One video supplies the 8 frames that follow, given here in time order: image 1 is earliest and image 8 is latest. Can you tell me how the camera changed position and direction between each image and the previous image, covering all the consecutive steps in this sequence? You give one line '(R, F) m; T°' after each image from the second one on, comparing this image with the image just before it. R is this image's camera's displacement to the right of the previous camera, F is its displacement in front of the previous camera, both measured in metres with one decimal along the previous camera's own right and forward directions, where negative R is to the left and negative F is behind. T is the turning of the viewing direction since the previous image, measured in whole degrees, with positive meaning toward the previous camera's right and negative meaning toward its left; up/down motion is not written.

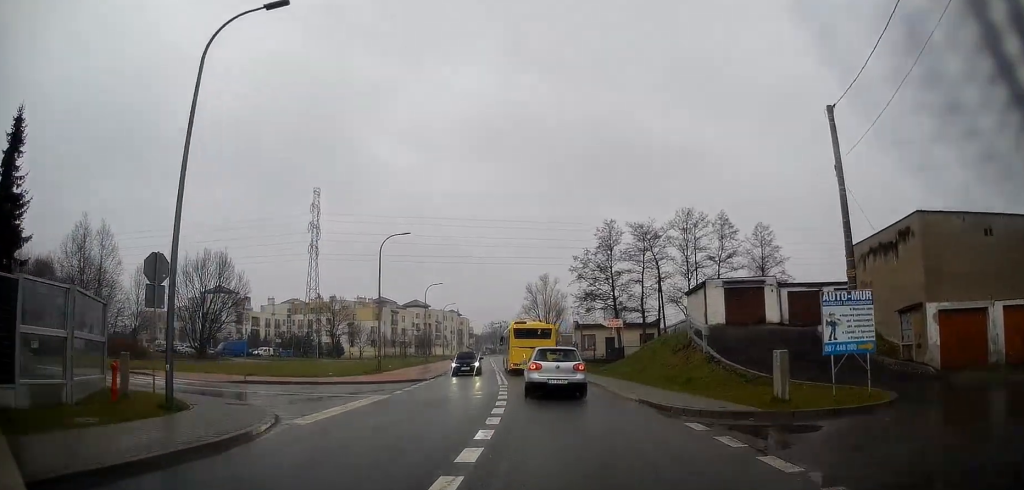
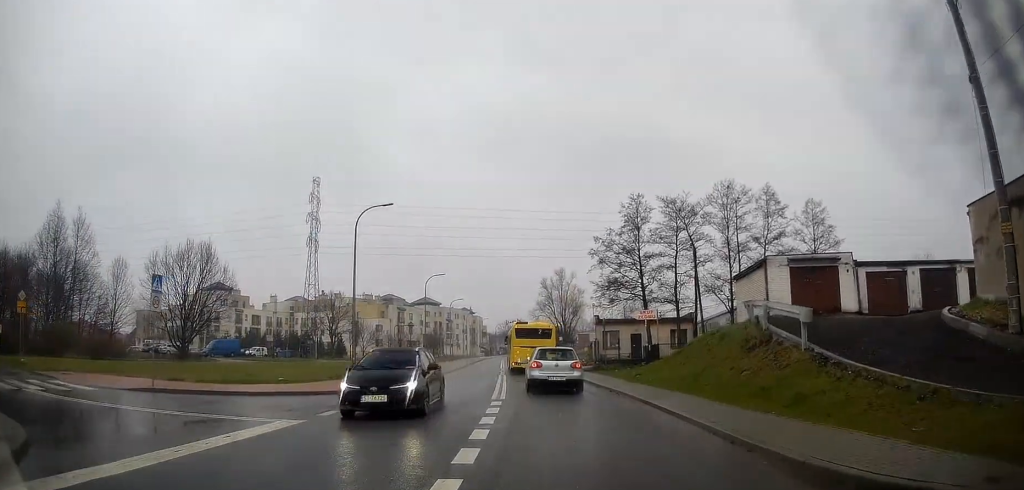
(0.0, +8.2) m; -1°
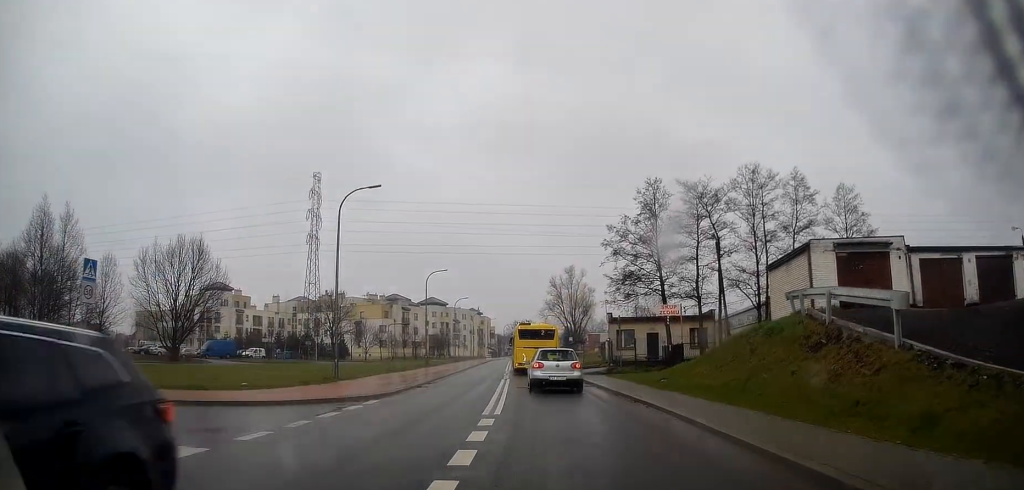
(0.0, +4.0) m; -1°
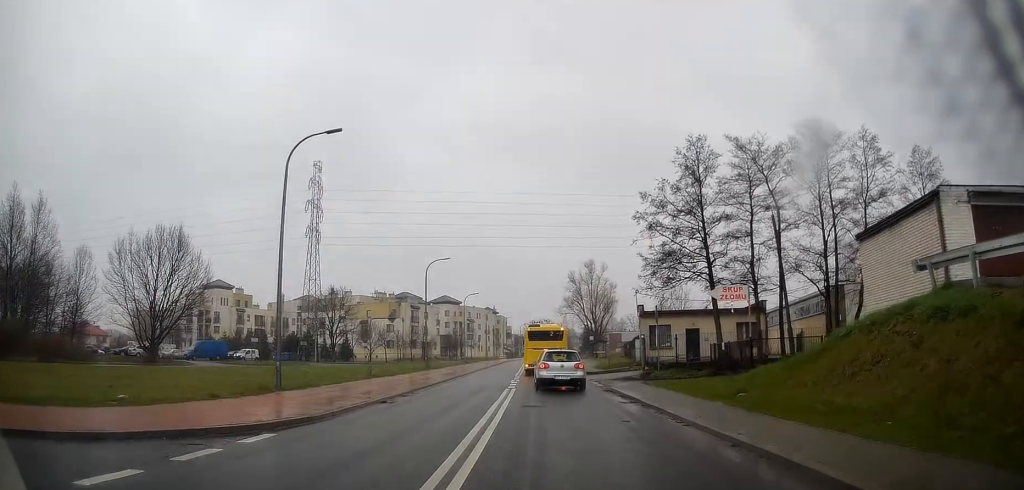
(-0.2, +7.9) m; -1°
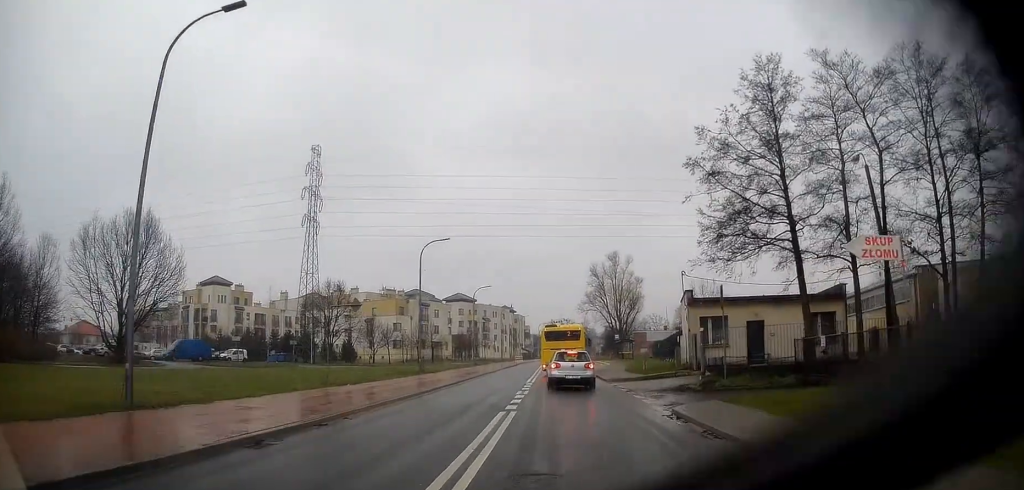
(0.0, +8.9) m; -1°
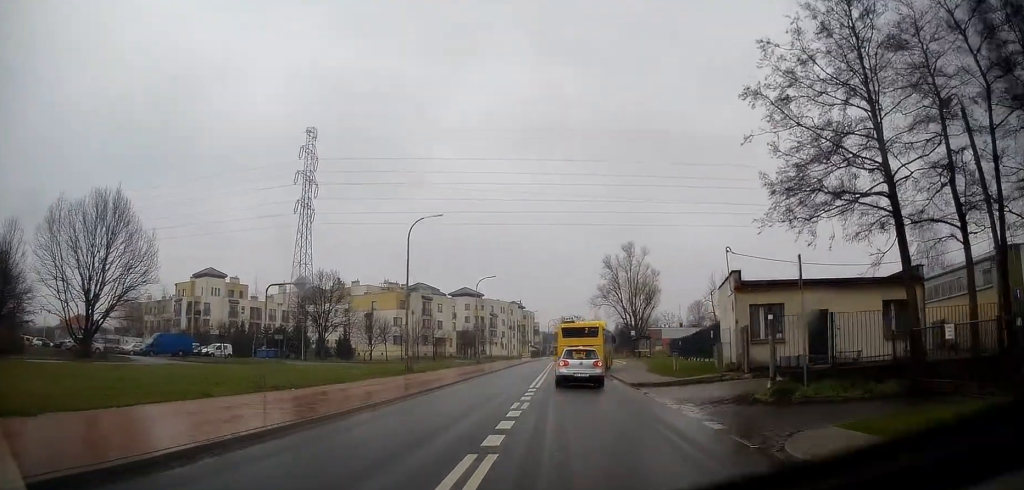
(0.0, +6.2) m; -1°
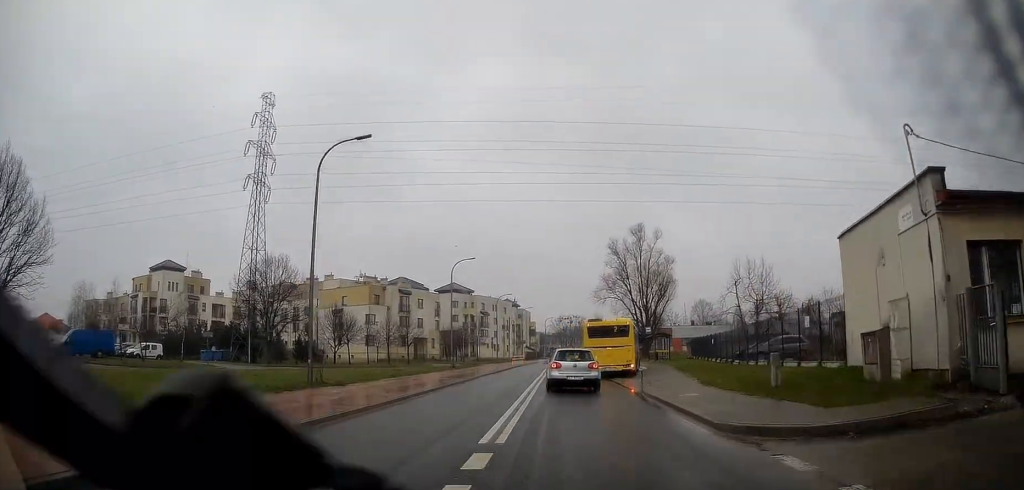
(-0.2, +13.3) m; -1°
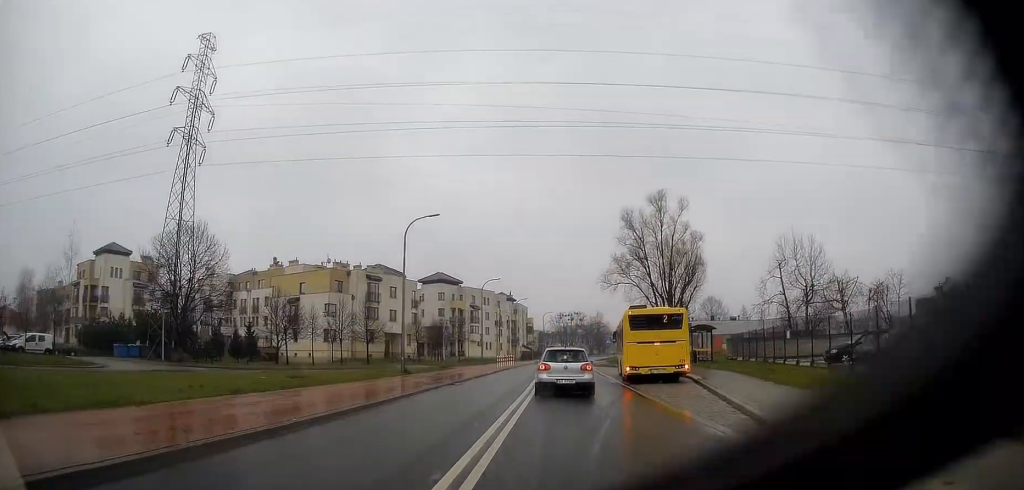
(0.0, +15.5) m; 0°
